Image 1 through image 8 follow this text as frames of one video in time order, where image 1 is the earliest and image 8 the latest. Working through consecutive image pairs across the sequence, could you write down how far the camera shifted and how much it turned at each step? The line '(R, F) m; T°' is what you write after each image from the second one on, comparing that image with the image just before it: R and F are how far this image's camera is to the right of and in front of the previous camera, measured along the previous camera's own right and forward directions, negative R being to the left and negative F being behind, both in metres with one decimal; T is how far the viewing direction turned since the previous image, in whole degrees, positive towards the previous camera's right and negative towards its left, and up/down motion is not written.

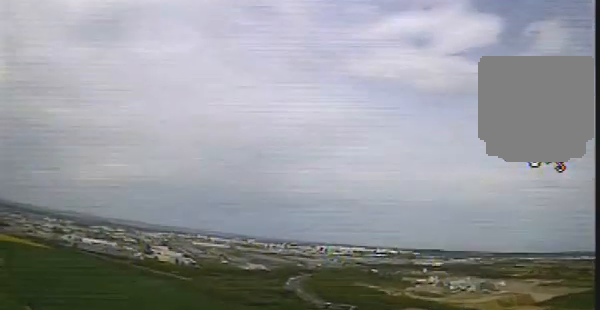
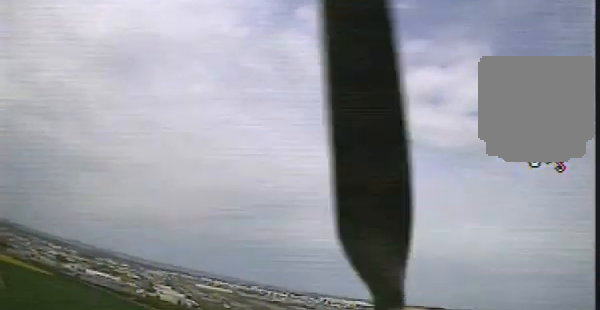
(-1.0, +6.4) m; -14°
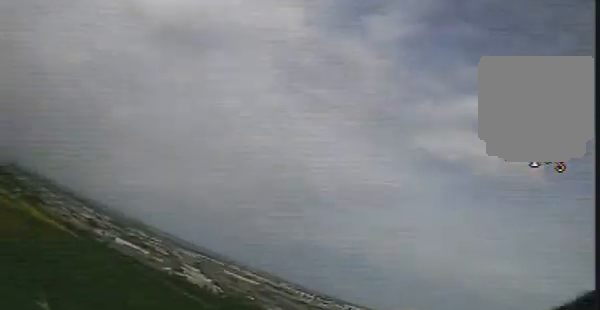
(-0.8, +6.2) m; -12°
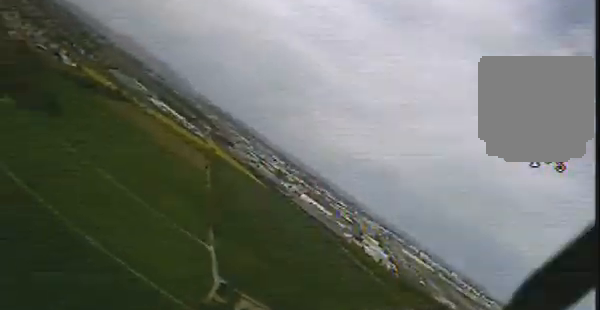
(-0.2, +8.0) m; -11°
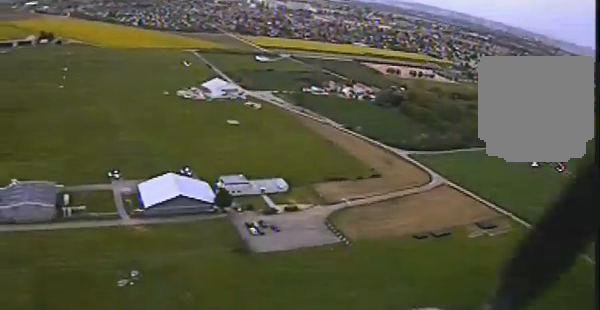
(-2.6, +17.5) m; -8°
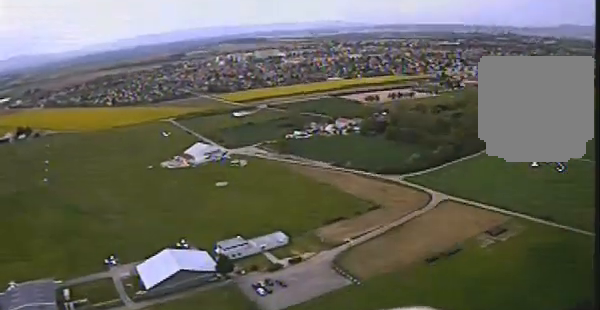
(+0.1, +6.5) m; 0°
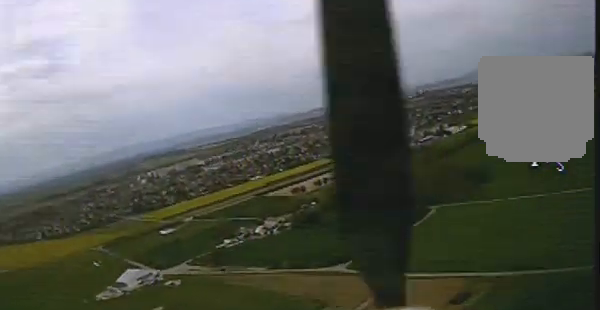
(+1.2, +18.3) m; +15°
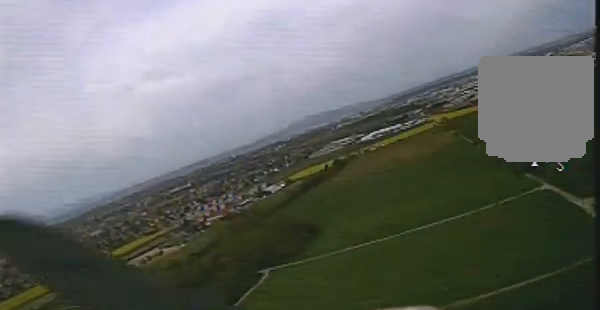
(+2.7, +14.9) m; +11°
